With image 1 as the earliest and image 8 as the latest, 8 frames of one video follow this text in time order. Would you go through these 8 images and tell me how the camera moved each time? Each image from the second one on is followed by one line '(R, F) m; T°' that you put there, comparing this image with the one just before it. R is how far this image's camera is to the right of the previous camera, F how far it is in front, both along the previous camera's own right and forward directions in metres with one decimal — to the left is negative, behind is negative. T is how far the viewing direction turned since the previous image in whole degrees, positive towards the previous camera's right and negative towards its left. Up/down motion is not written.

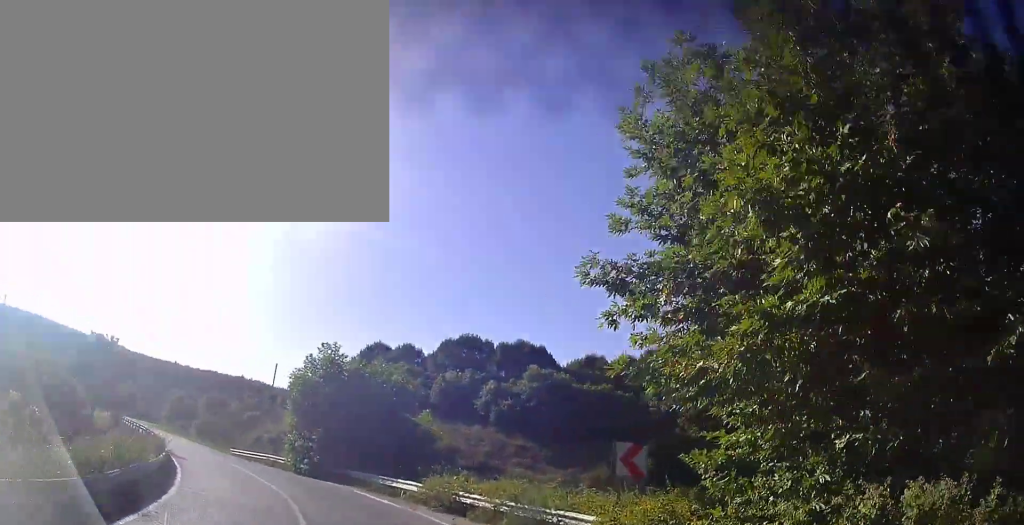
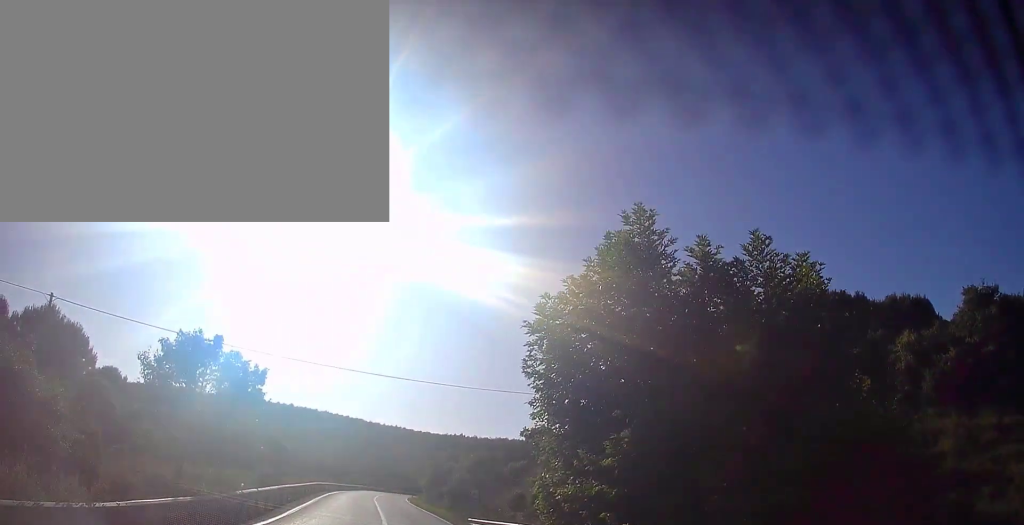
(-4.7, +18.4) m; -28°
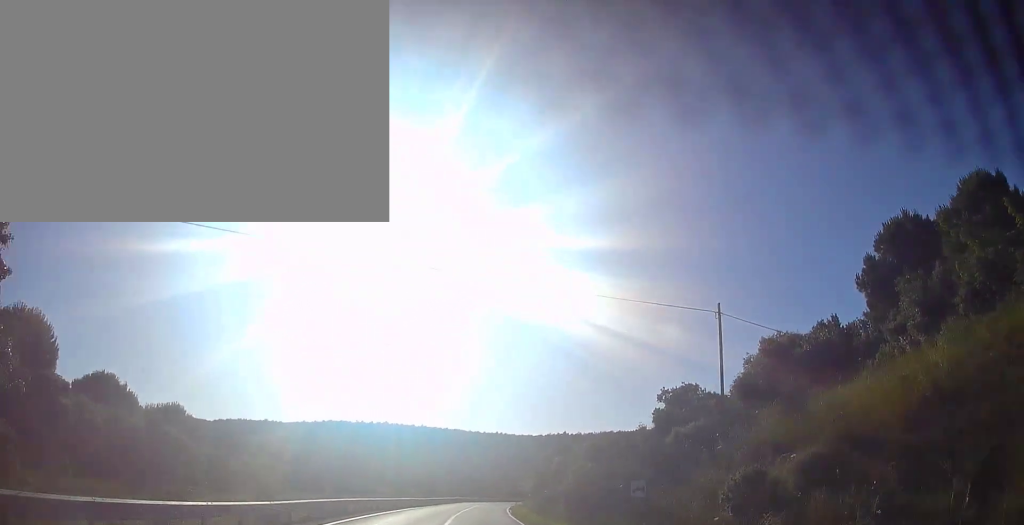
(-2.5, +17.1) m; -13°
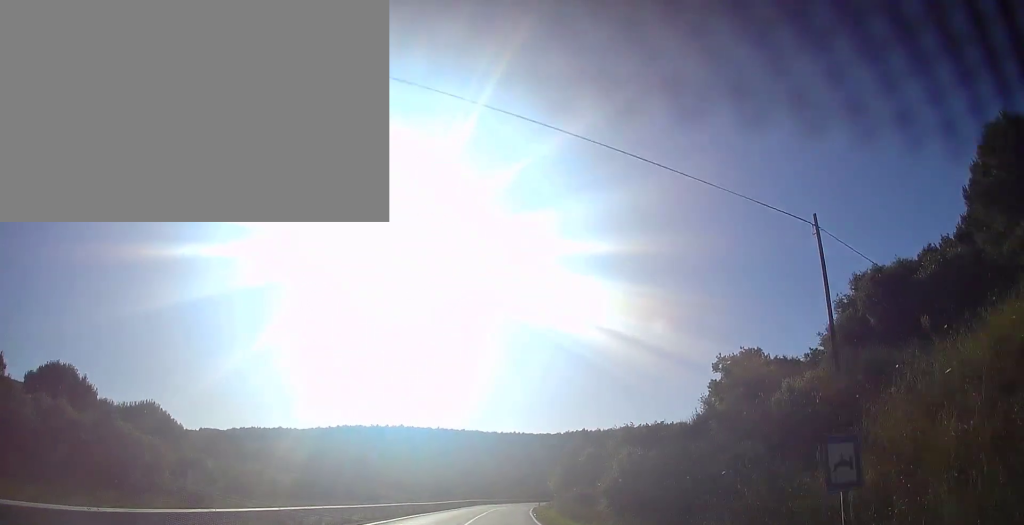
(-0.3, +8.1) m; -3°
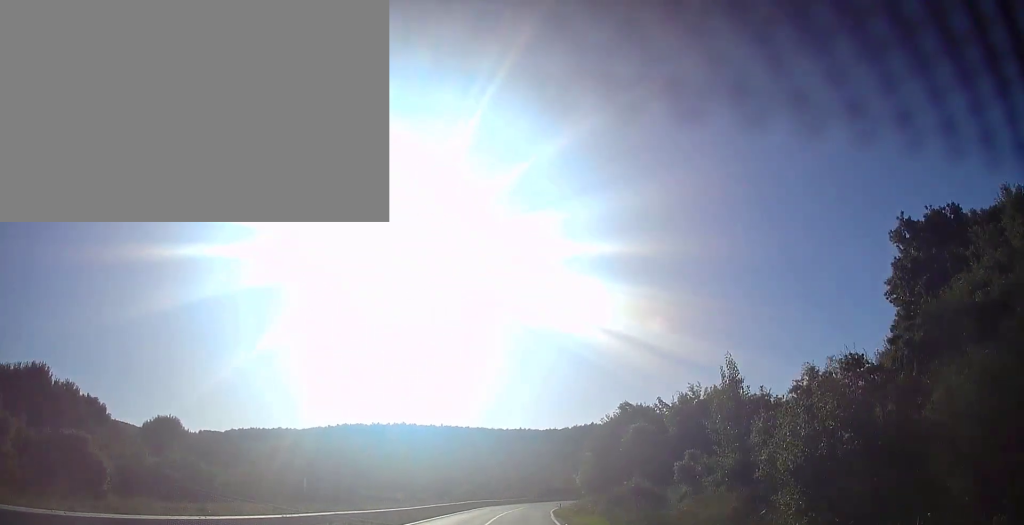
(-0.5, +16.7) m; -1°
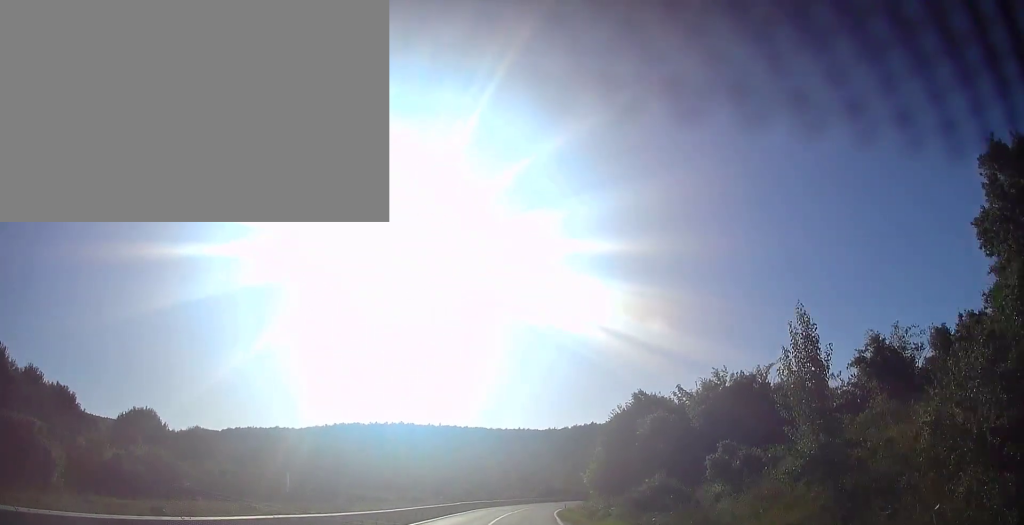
(0.0, +4.7) m; 0°
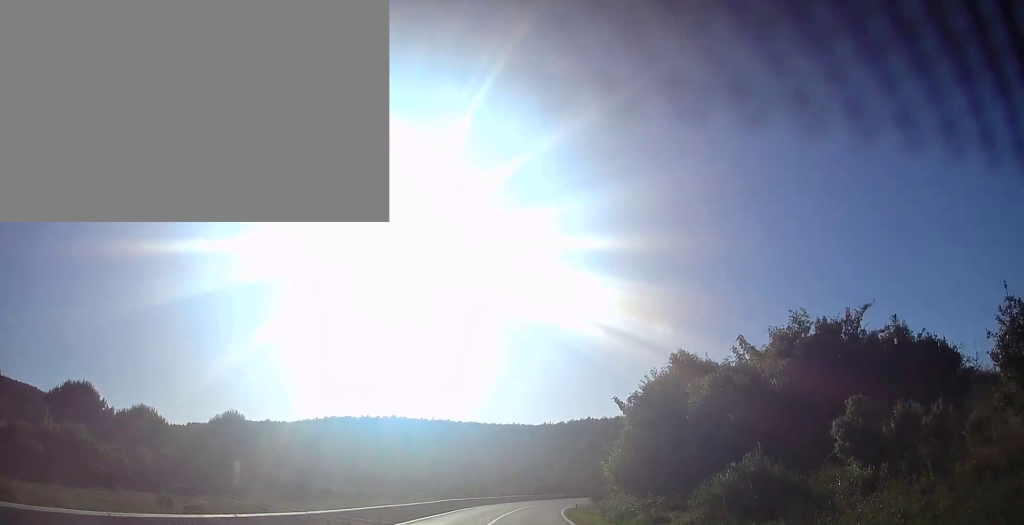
(+0.1, +10.0) m; 0°
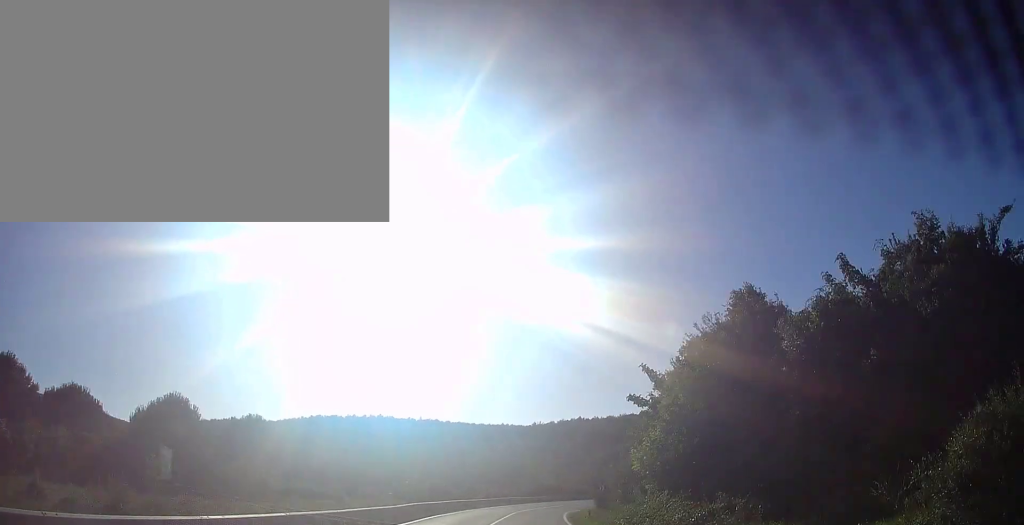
(-0.1, +8.8) m; -1°
